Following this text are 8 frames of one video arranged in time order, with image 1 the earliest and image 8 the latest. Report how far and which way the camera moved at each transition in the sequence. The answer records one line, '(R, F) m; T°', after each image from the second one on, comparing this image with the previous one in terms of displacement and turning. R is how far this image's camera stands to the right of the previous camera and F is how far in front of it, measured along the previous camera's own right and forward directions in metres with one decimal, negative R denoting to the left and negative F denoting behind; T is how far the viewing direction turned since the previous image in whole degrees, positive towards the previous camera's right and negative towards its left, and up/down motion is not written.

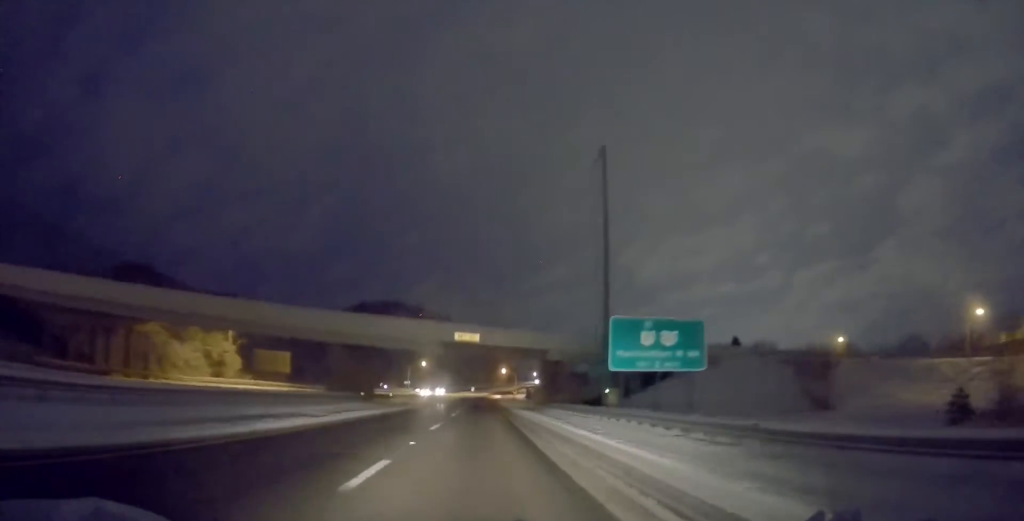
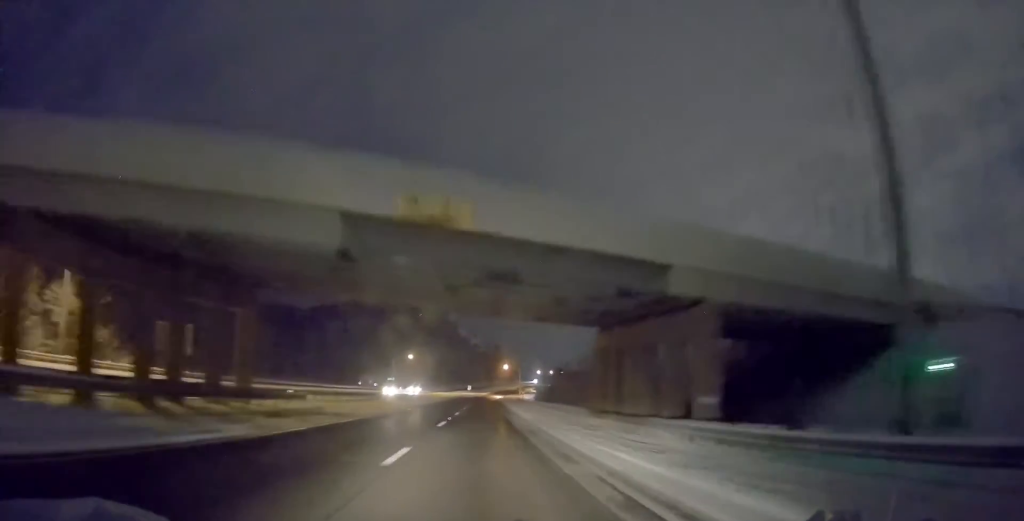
(-0.4, +34.3) m; -1°
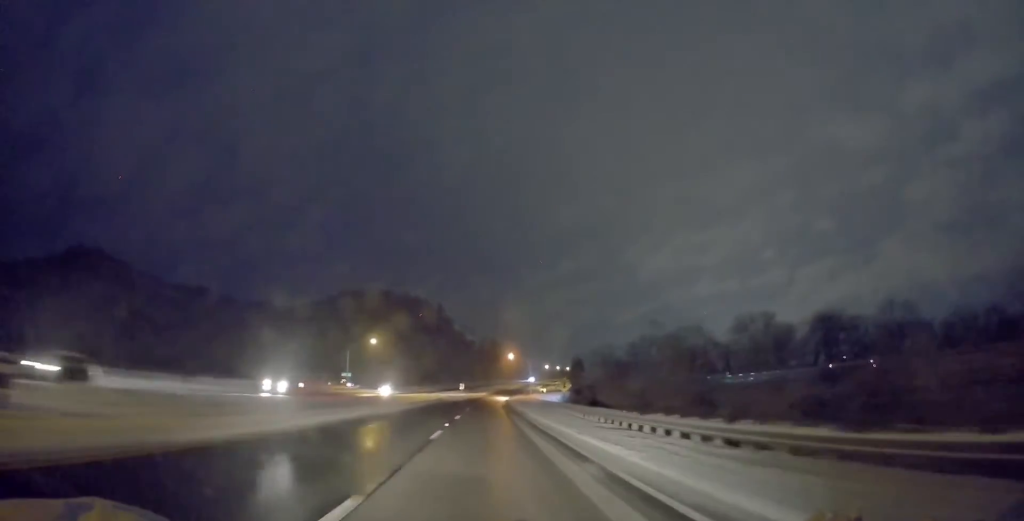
(+0.3, +54.8) m; +1°
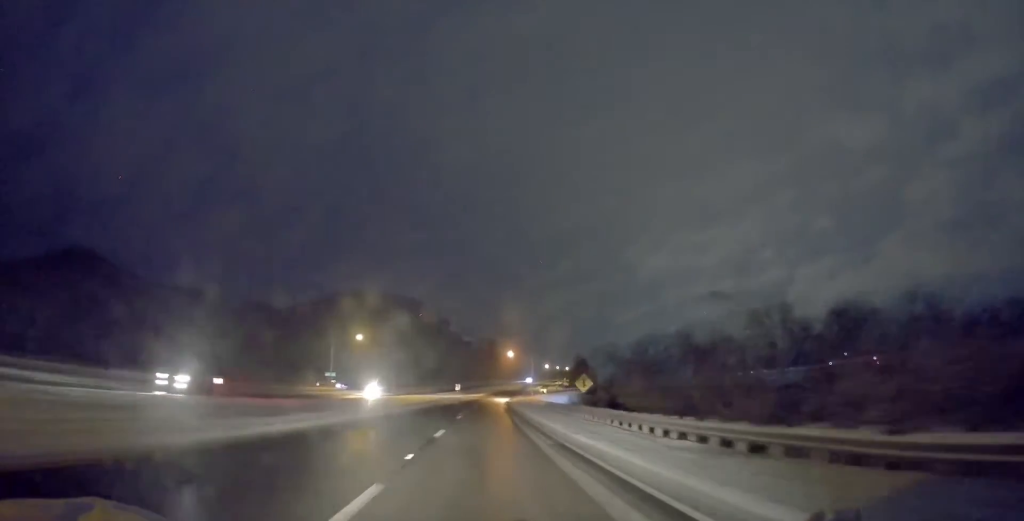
(0.0, +10.9) m; +1°
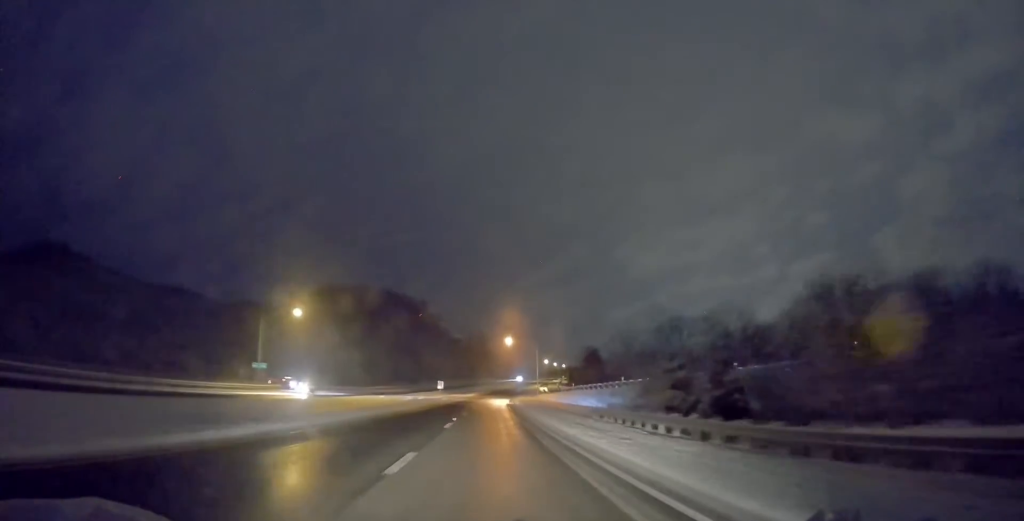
(0.0, +32.8) m; 0°
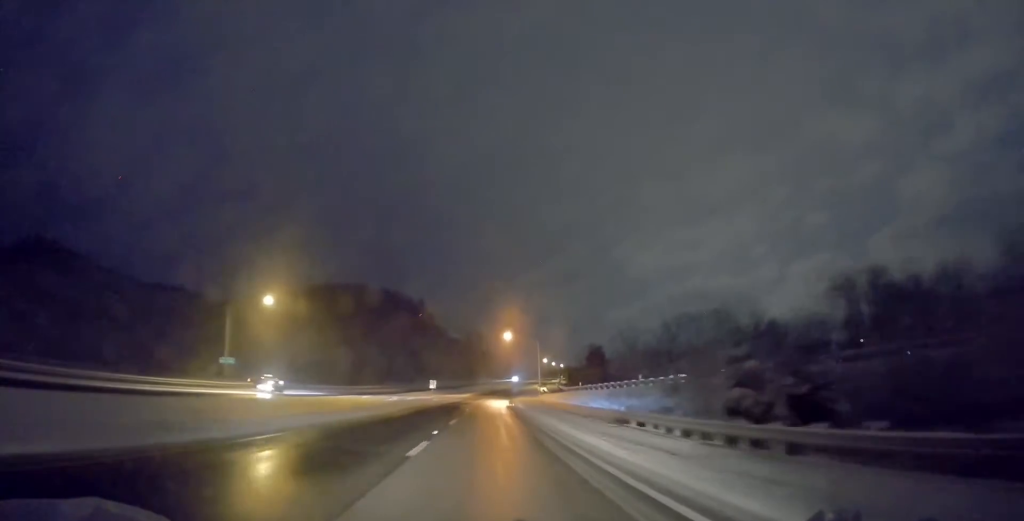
(-0.1, +9.3) m; 0°
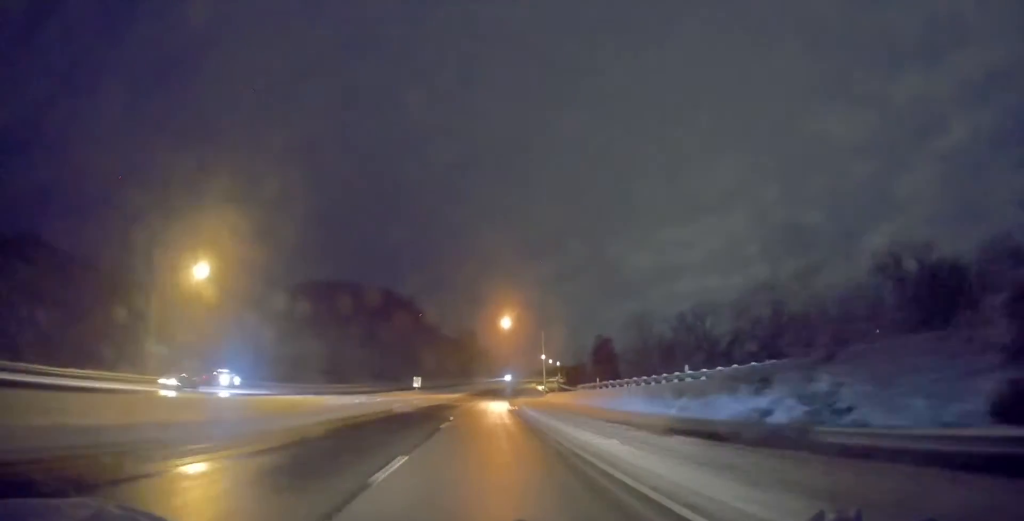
(+0.1, +15.6) m; +1°
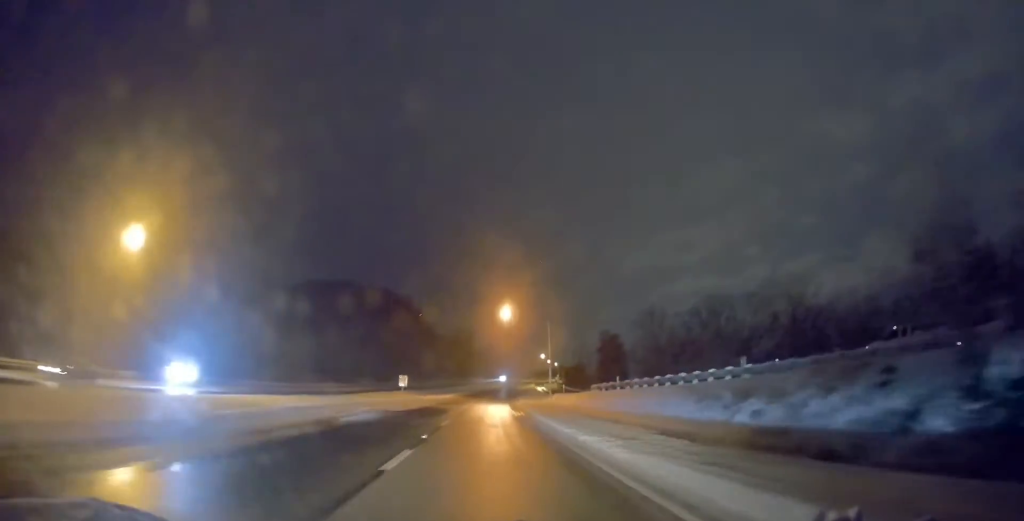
(0.0, +11.0) m; +1°
